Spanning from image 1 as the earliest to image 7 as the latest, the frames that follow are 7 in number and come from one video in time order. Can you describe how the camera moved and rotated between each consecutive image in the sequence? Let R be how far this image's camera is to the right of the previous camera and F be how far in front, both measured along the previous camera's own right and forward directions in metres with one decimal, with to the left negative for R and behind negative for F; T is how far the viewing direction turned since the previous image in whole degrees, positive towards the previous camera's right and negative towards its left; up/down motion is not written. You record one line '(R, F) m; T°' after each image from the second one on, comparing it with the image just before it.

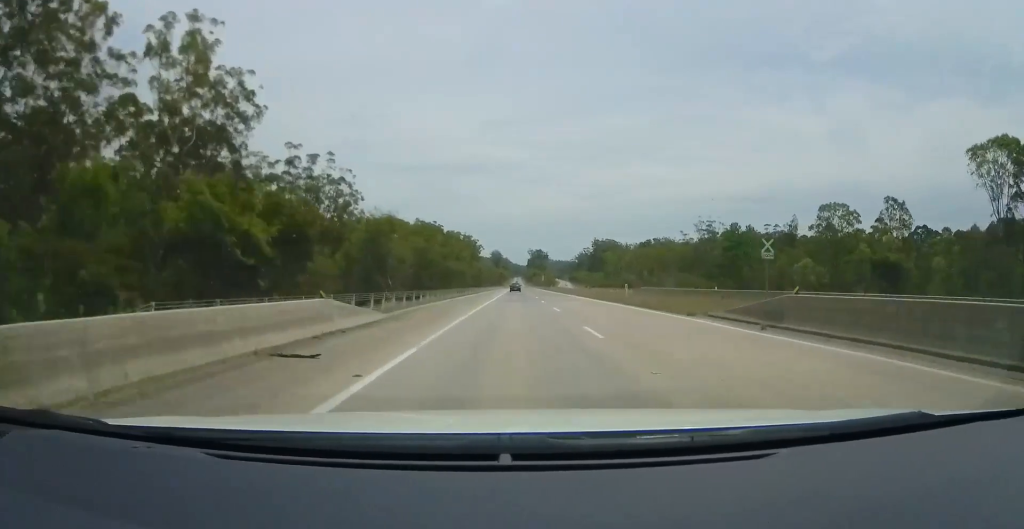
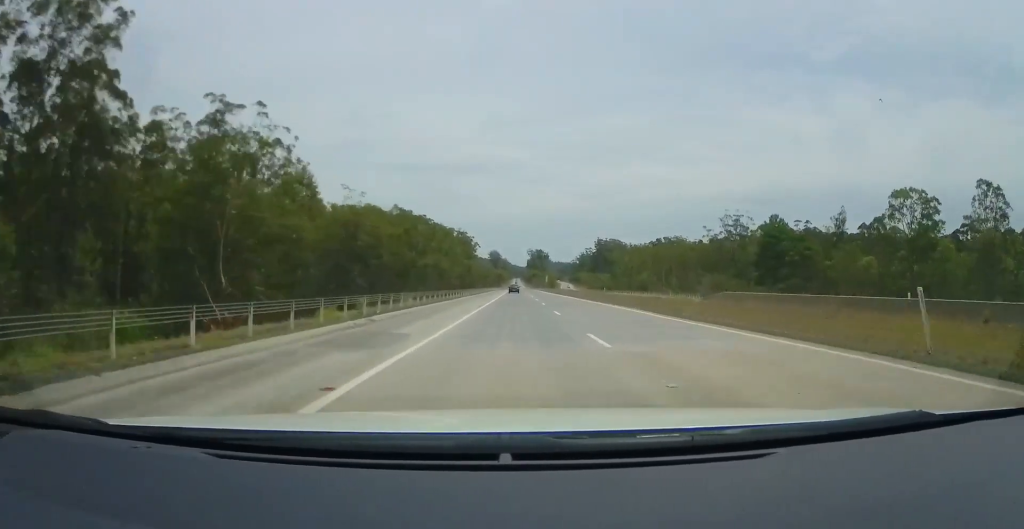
(-0.1, +25.3) m; 0°
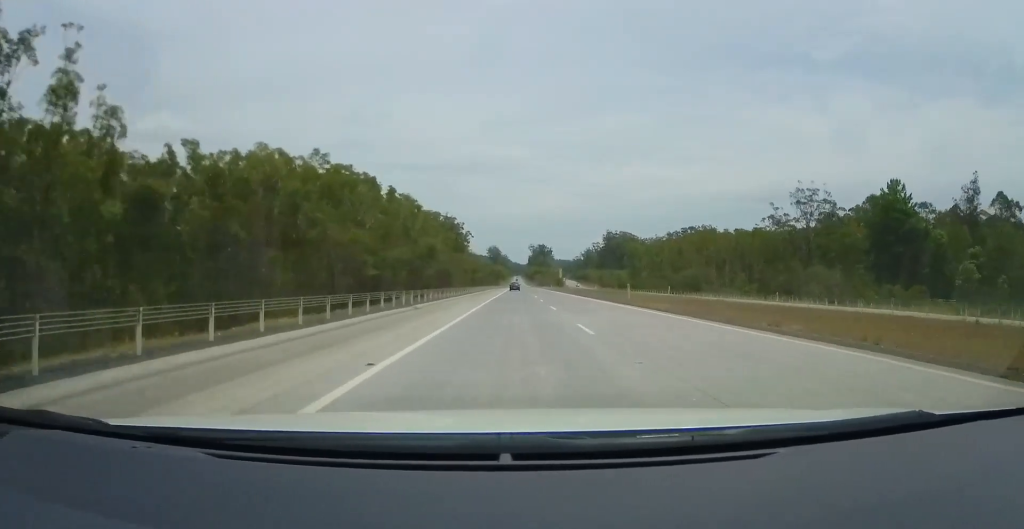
(+0.5, +44.6) m; +1°
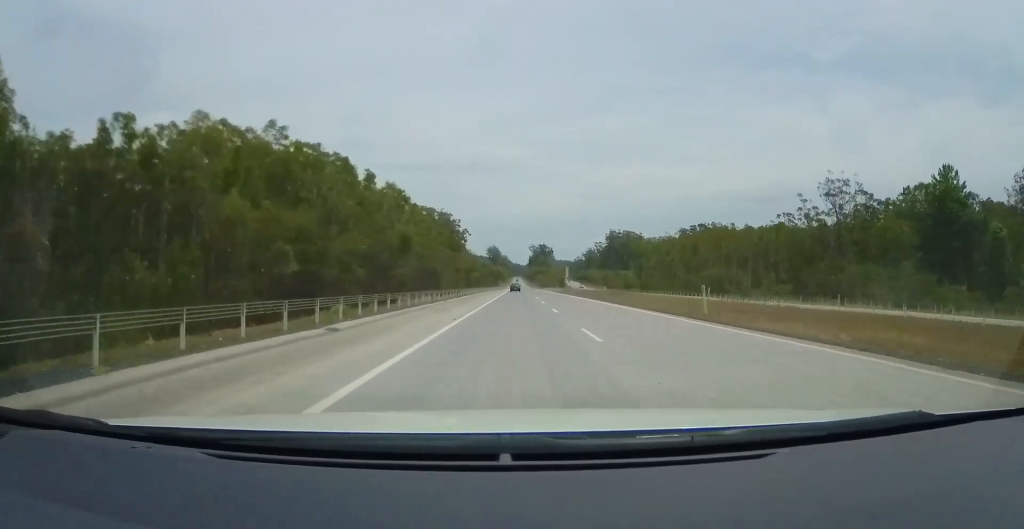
(0.0, +13.3) m; 0°
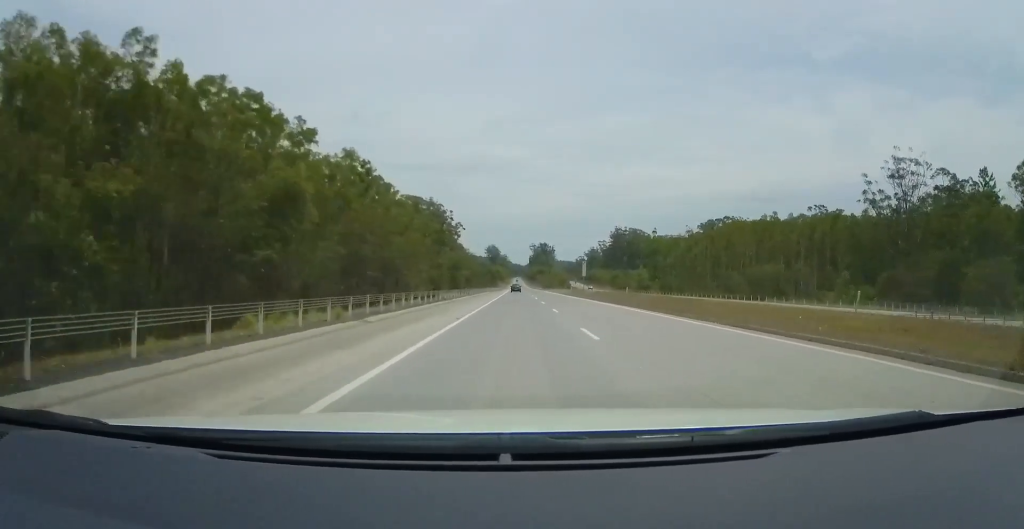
(-0.2, +23.0) m; 0°
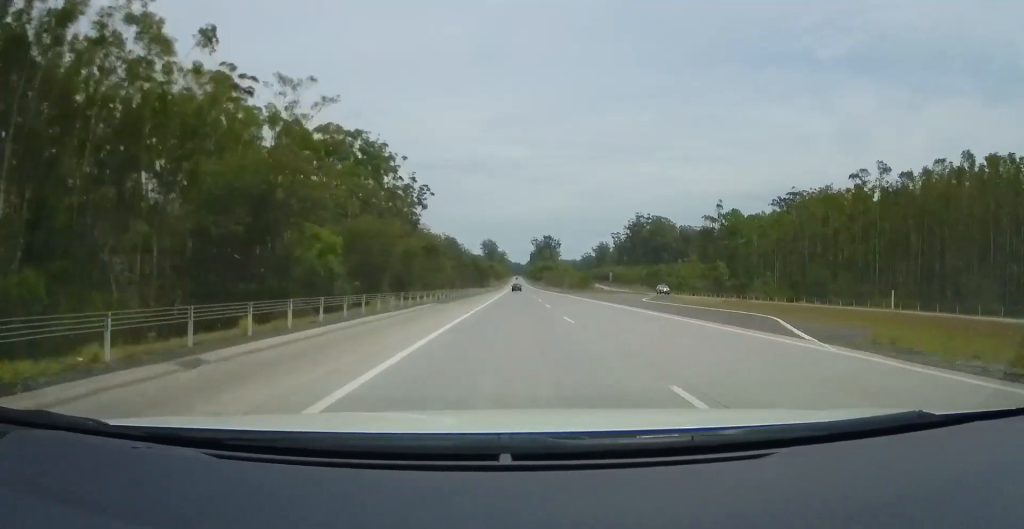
(+0.3, +68.6) m; -1°
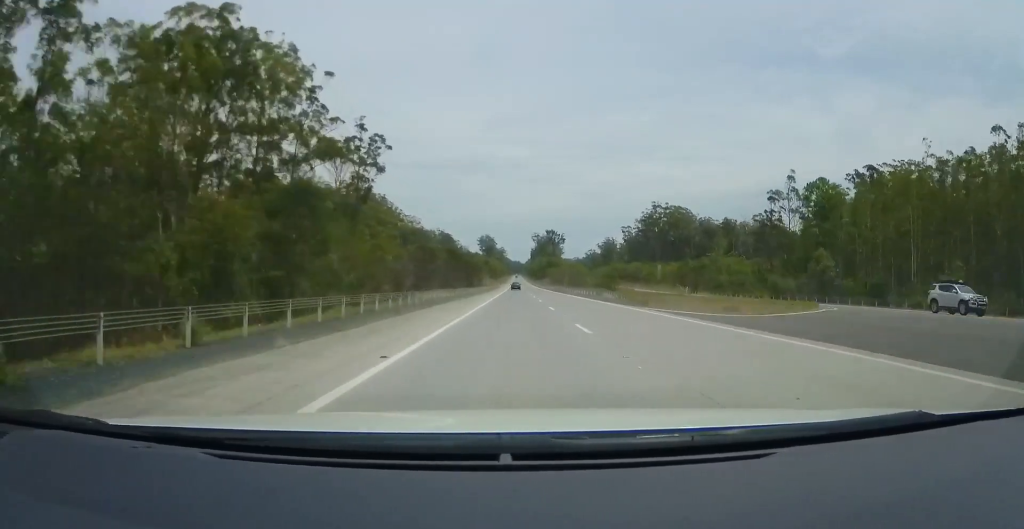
(-0.4, +38.4) m; 0°
